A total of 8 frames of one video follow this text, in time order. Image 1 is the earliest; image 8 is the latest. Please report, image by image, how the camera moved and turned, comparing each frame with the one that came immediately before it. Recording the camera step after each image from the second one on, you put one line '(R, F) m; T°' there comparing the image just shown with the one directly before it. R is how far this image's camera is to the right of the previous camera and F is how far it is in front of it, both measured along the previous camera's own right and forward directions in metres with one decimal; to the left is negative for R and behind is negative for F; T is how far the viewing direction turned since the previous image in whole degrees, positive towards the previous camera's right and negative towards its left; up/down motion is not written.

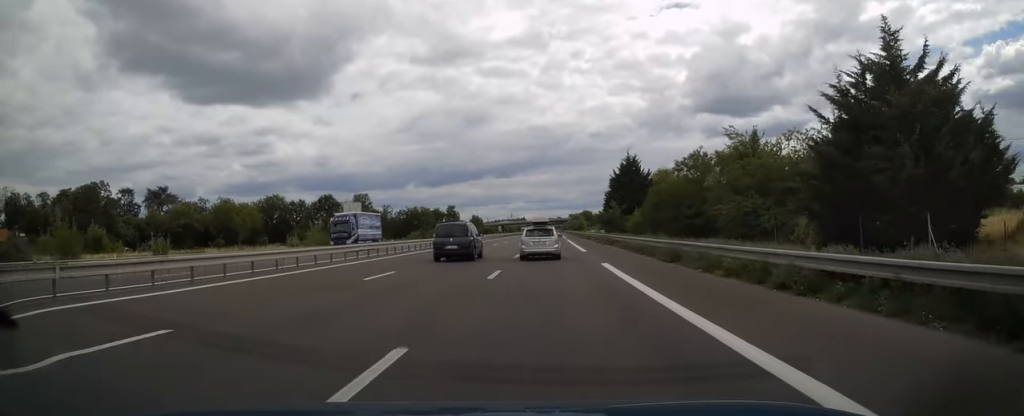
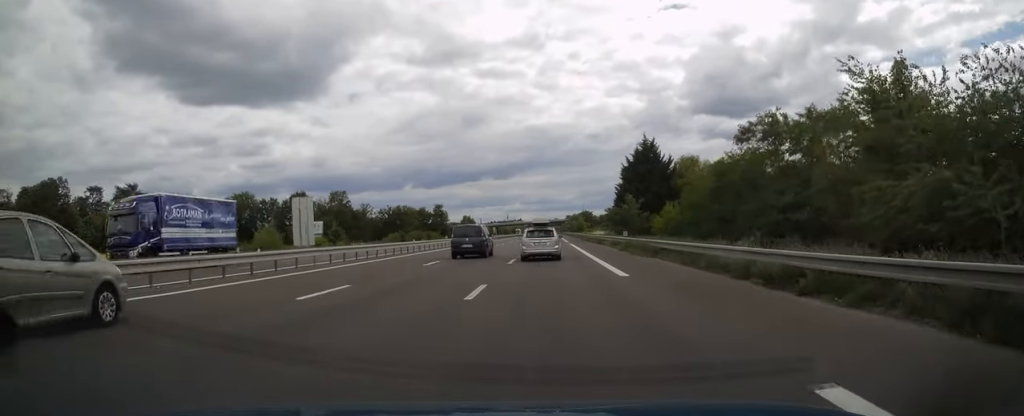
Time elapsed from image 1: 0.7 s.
(+0.1, +18.2) m; +1°
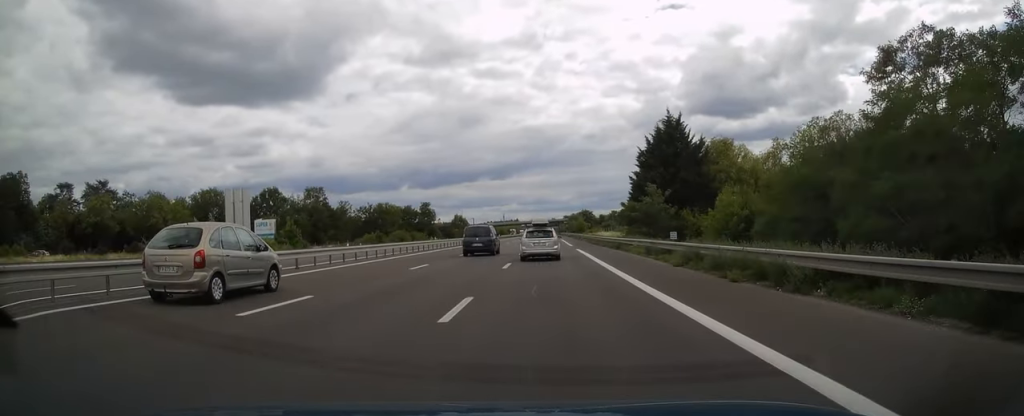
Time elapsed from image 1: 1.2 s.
(0.0, +15.9) m; +1°
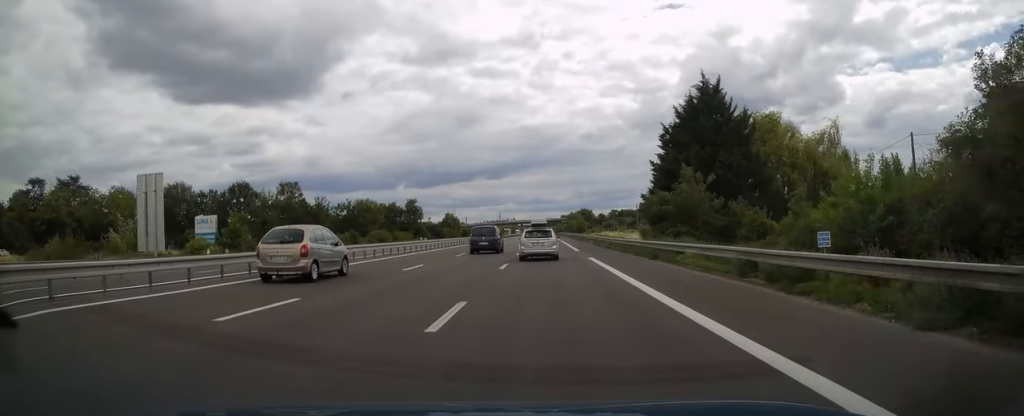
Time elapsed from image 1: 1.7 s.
(+0.1, +14.0) m; 0°
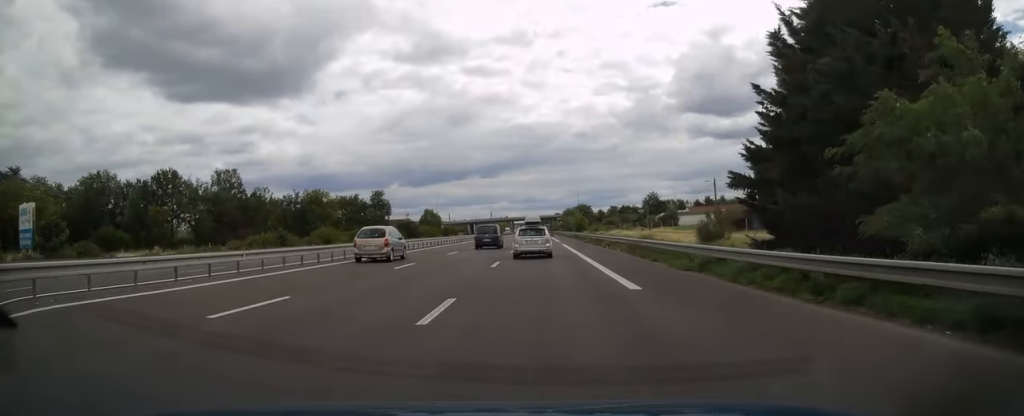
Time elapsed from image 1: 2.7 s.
(+0.1, +26.1) m; 0°
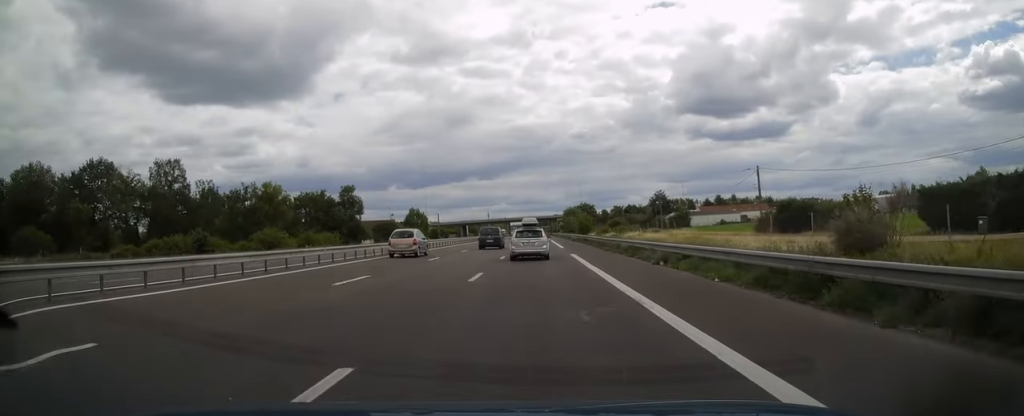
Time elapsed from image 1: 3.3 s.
(0.0, +19.2) m; 0°
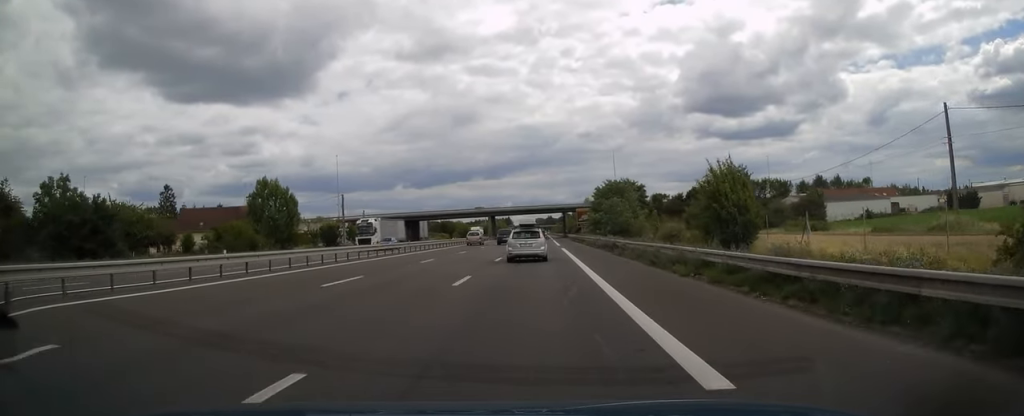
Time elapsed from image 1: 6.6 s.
(+0.2, +93.2) m; 0°
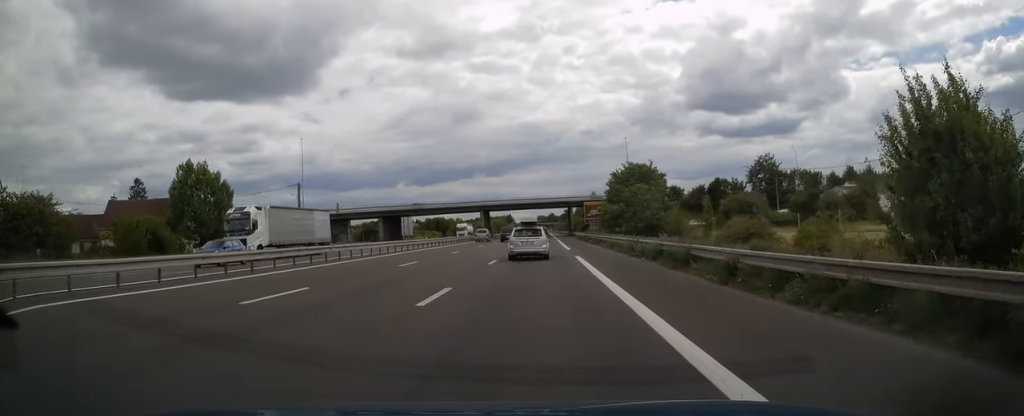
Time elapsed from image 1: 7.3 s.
(0.0, +17.9) m; 0°
